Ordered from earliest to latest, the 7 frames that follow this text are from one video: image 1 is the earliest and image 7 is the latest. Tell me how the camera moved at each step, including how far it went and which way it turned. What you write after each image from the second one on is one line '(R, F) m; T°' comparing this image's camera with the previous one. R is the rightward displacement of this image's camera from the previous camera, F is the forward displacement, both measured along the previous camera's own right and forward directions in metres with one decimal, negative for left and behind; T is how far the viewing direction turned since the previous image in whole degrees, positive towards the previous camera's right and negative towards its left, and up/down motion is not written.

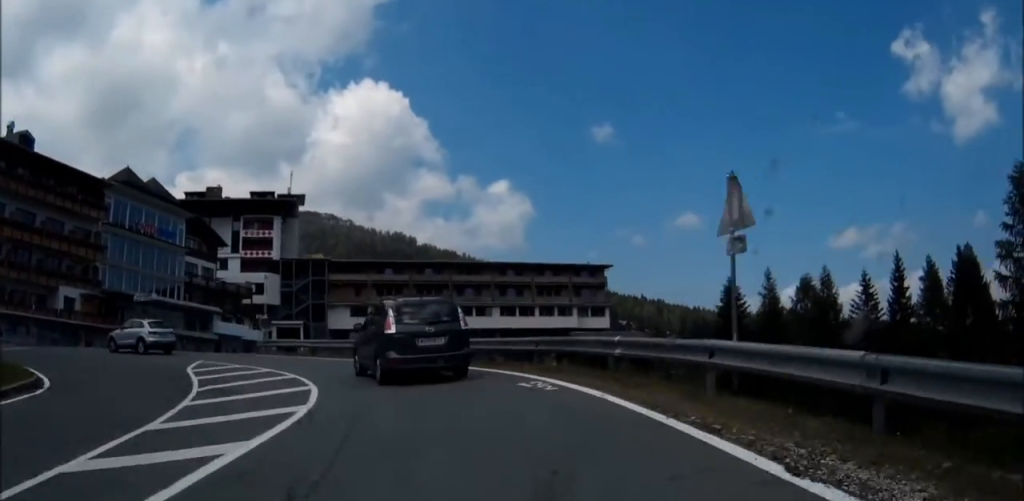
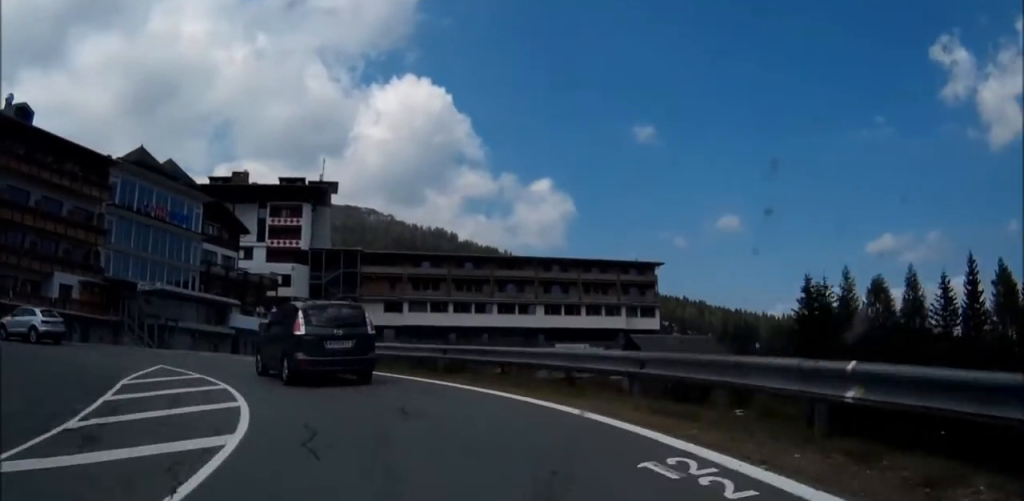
(+0.7, +6.8) m; -6°
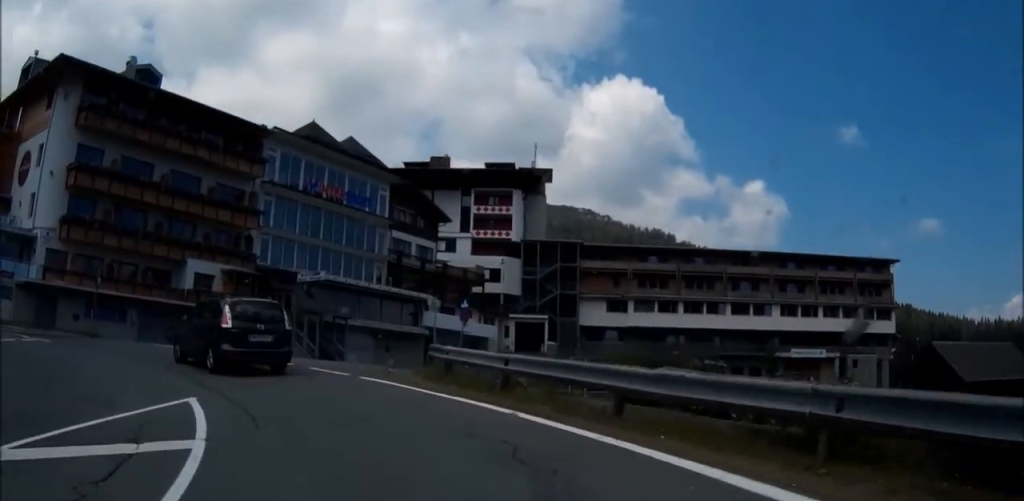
(-2.2, +10.8) m; -23°
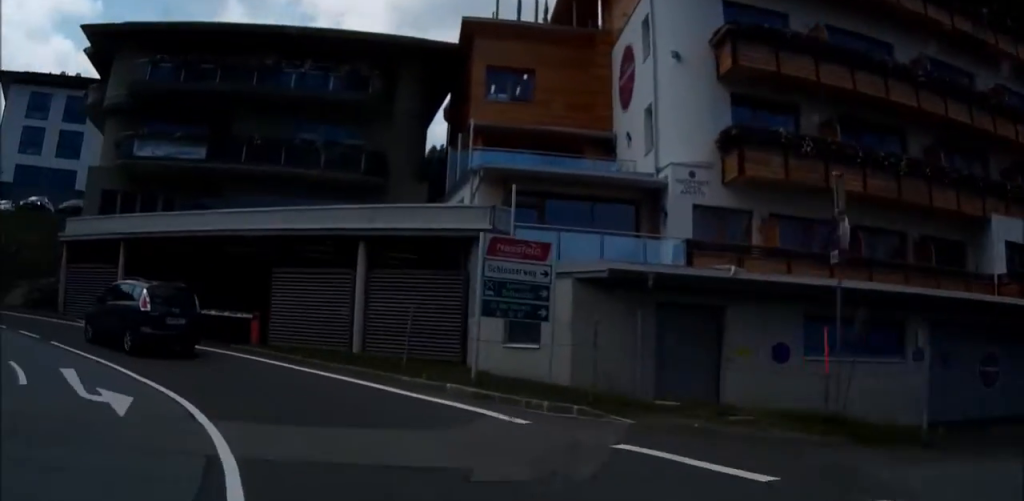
(-10.6, +19.7) m; -62°
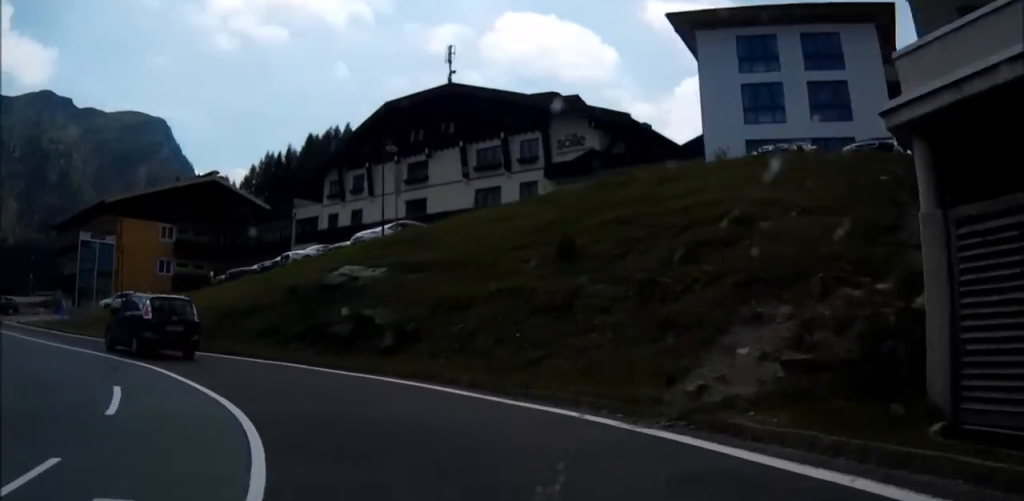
(-11.3, +19.4) m; -55°
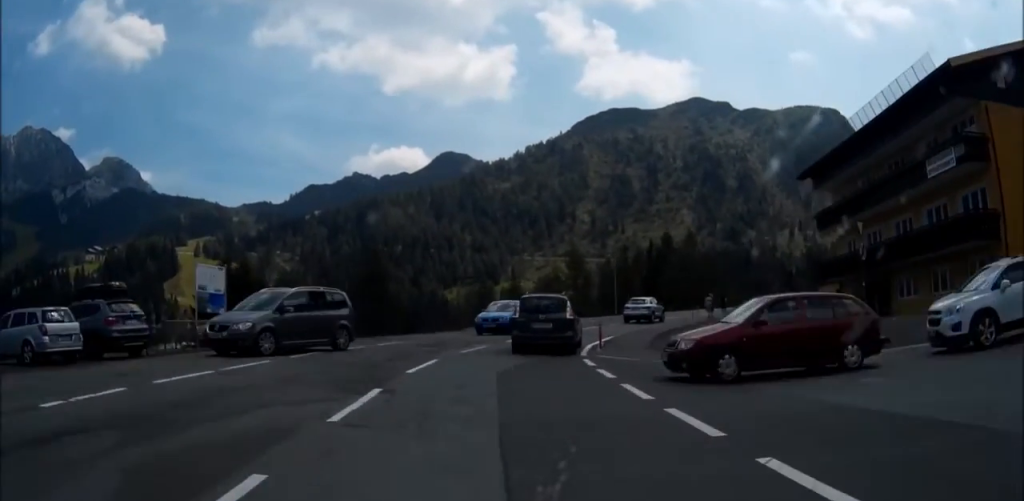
(-20.2, +39.7) m; -33°
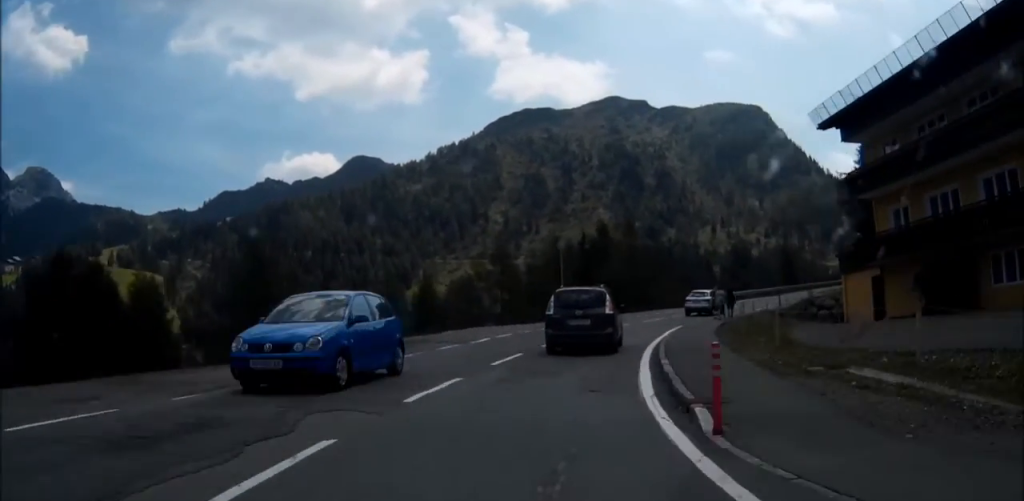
(0.0, +16.1) m; +7°
